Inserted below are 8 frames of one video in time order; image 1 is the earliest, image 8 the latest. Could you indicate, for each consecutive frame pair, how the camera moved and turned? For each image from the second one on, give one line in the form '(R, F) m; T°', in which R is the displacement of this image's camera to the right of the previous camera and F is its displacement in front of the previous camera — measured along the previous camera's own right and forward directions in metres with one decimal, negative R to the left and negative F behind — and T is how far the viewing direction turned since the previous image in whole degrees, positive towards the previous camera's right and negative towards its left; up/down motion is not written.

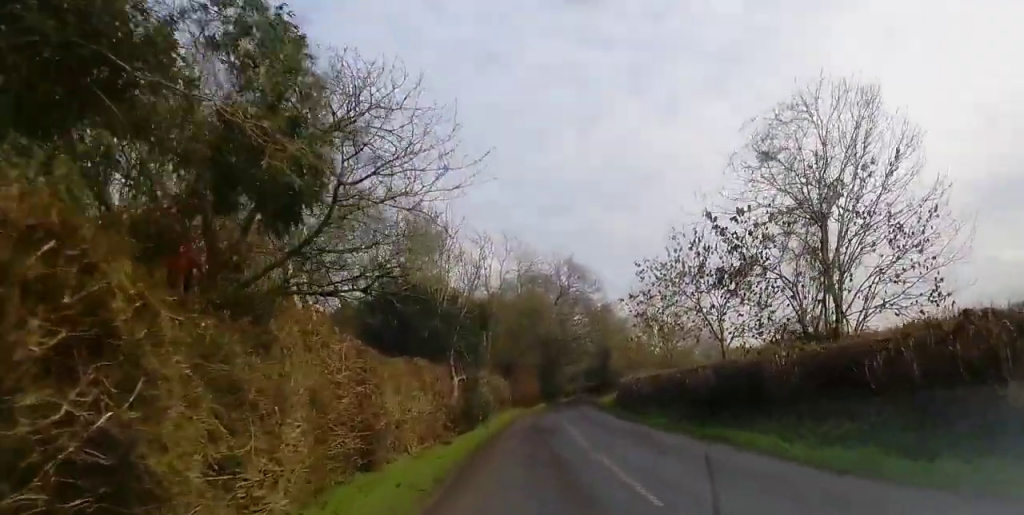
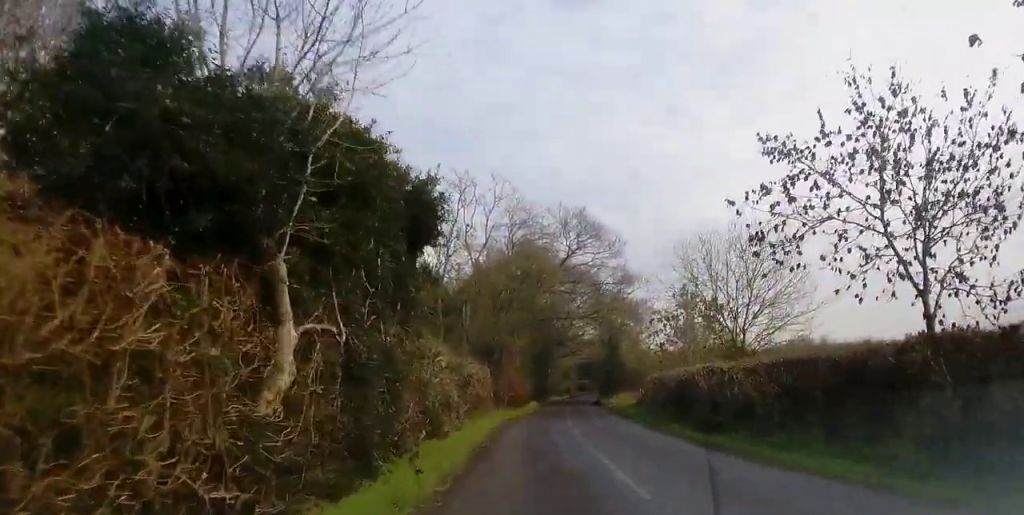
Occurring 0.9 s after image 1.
(+0.4, +17.5) m; 0°
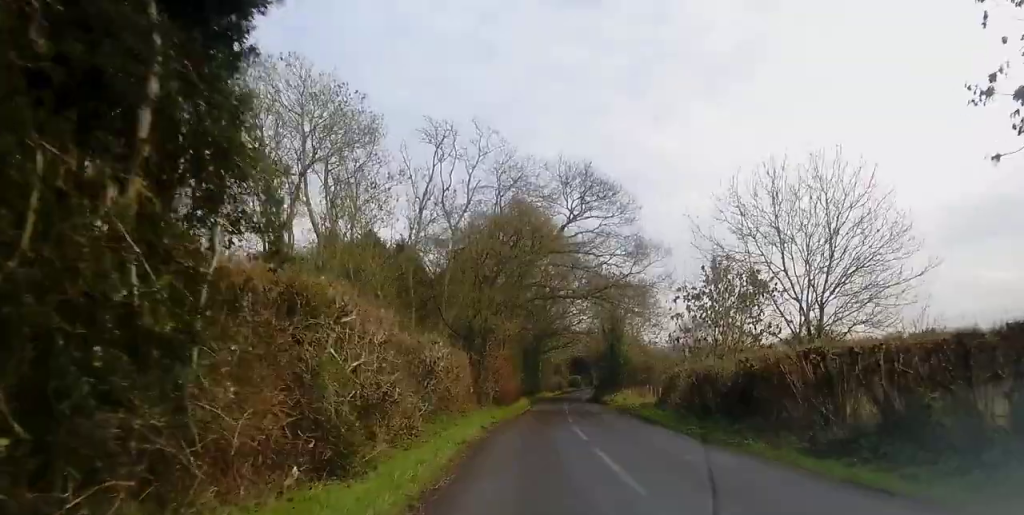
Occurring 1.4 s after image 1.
(0.0, +9.4) m; +1°
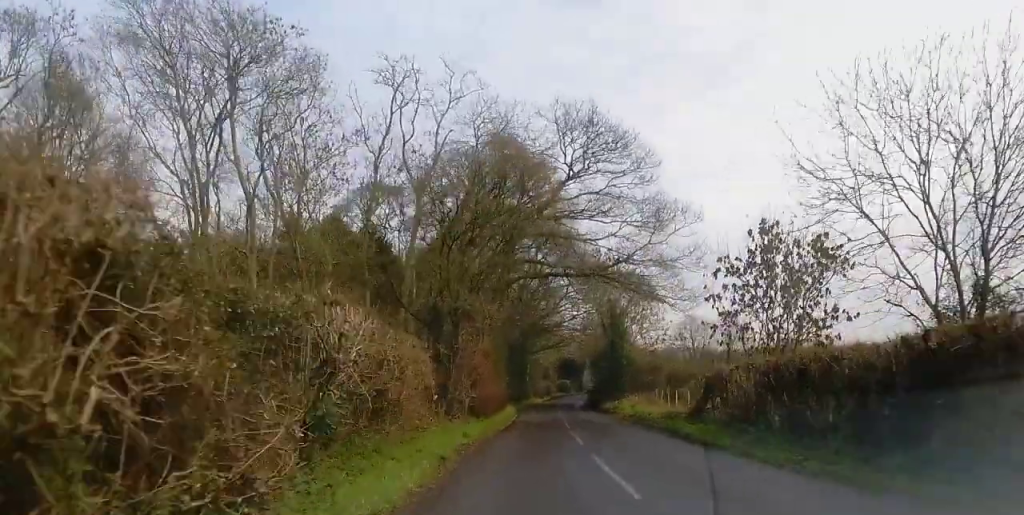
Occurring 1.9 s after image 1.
(-0.4, +9.8) m; +2°
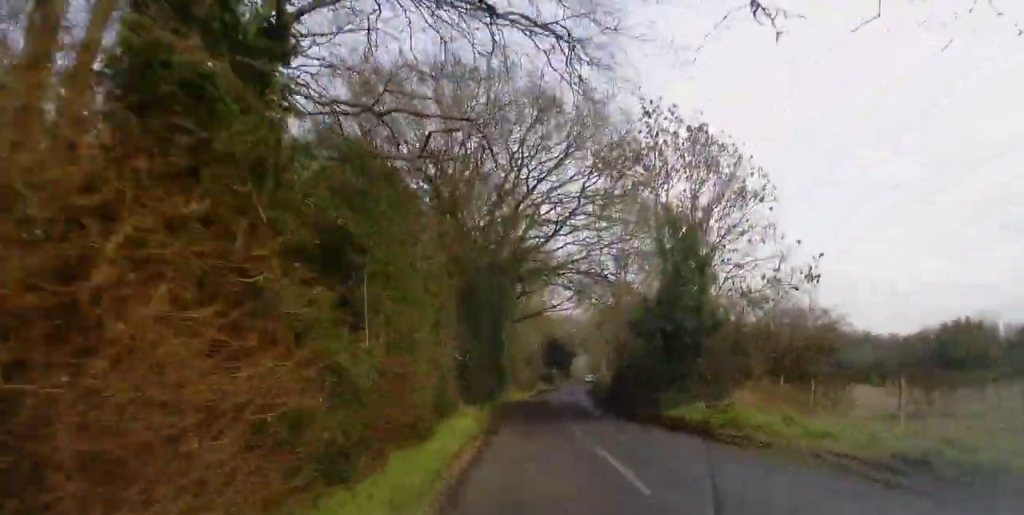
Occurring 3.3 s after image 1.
(+2.0, +26.4) m; +5°
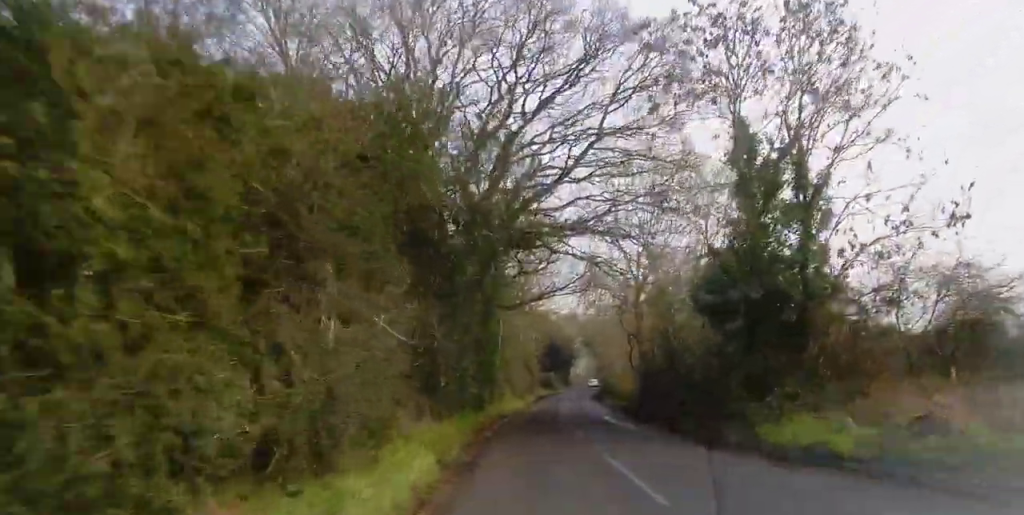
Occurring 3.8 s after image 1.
(-0.3, +9.2) m; -1°
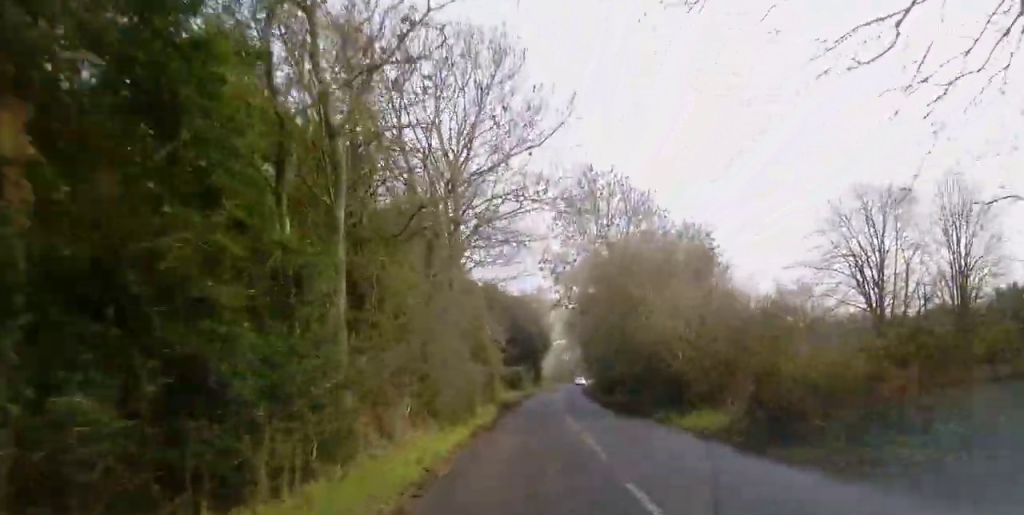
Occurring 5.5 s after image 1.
(-0.2, +30.5) m; +1°
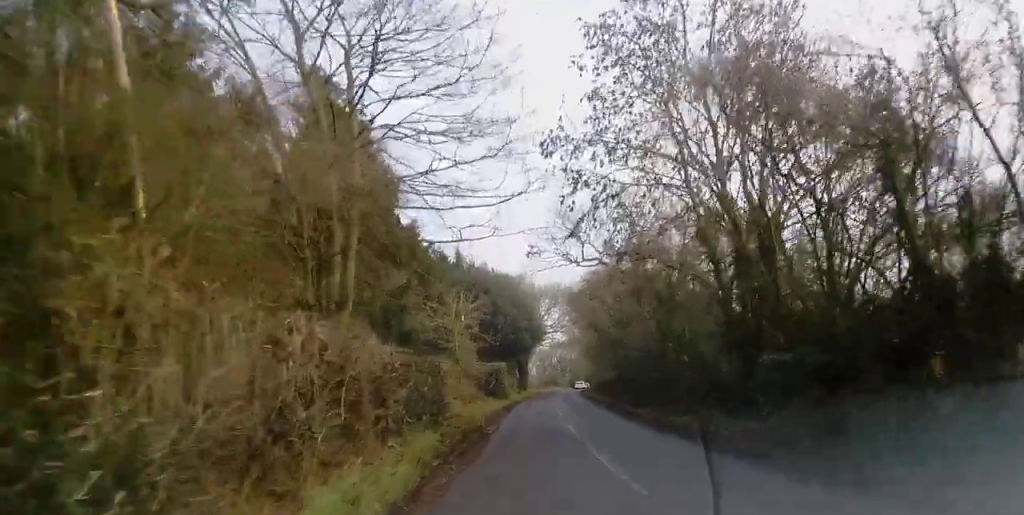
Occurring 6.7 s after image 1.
(+0.3, +21.2) m; 0°
